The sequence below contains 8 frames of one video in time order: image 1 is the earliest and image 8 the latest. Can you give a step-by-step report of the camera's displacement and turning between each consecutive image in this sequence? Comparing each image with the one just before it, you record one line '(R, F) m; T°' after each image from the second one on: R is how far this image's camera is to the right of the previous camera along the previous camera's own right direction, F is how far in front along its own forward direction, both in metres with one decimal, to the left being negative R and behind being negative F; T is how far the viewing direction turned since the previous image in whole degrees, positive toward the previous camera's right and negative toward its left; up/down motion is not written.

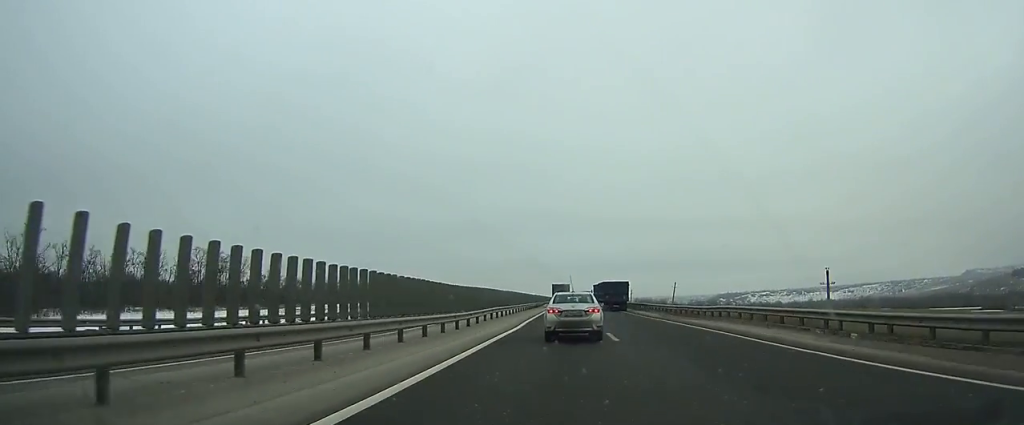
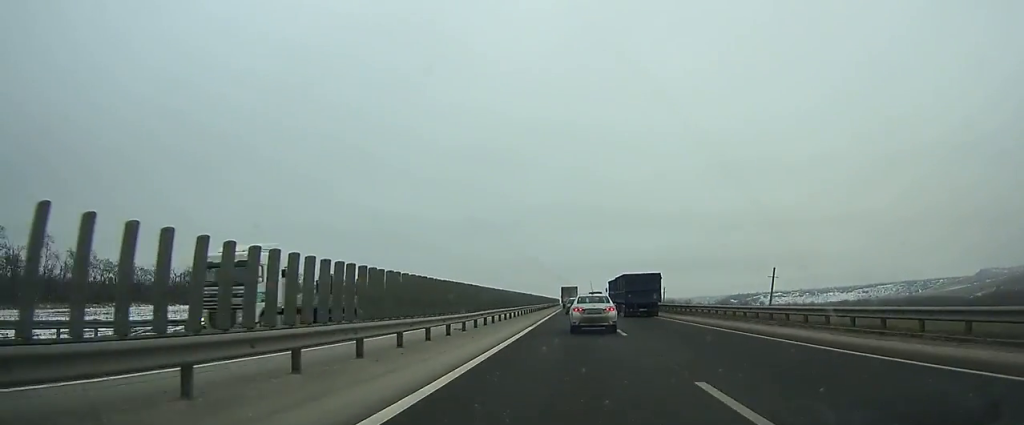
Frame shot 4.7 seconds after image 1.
(-0.6, +81.0) m; 0°
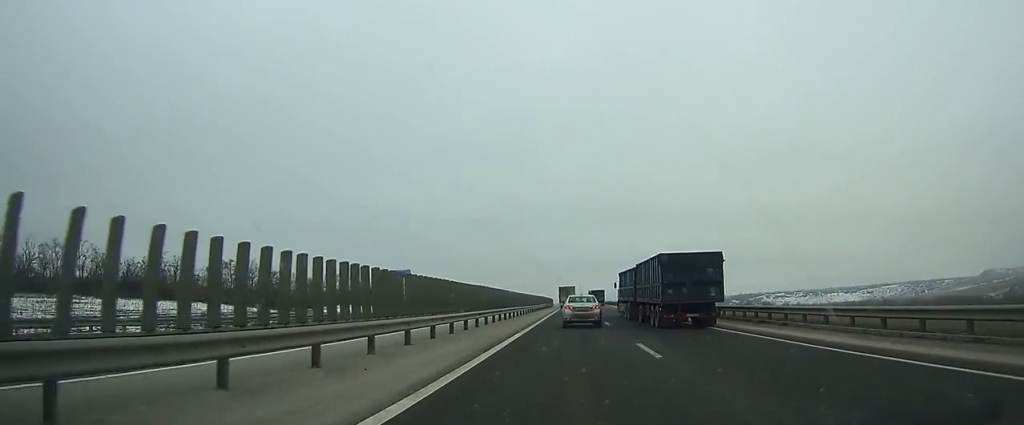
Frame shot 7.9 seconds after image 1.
(+0.1, +59.2) m; 0°
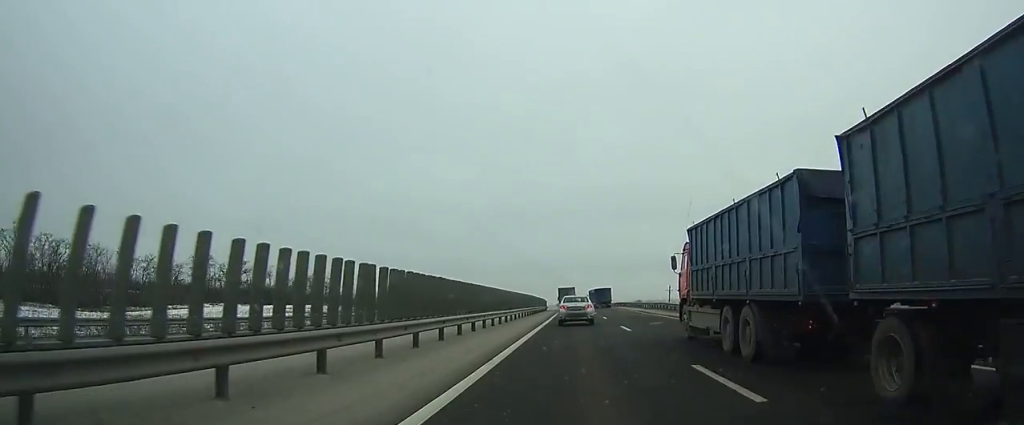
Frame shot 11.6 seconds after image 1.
(-0.2, +72.7) m; 0°
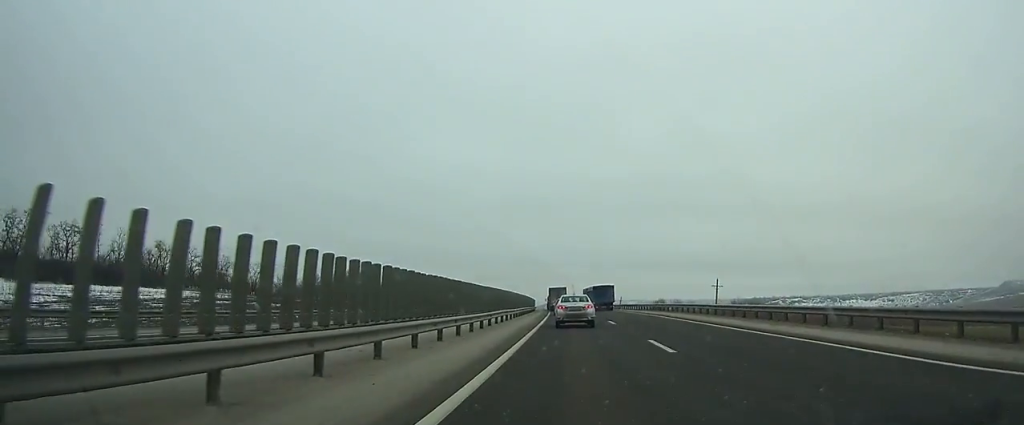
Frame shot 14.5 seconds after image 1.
(-0.2, +56.1) m; -1°
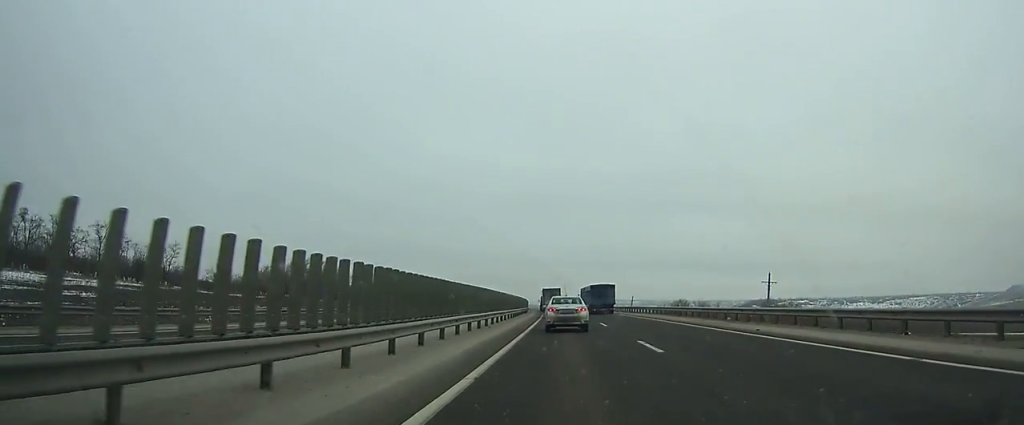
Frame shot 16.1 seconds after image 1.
(-0.1, +29.8) m; -1°
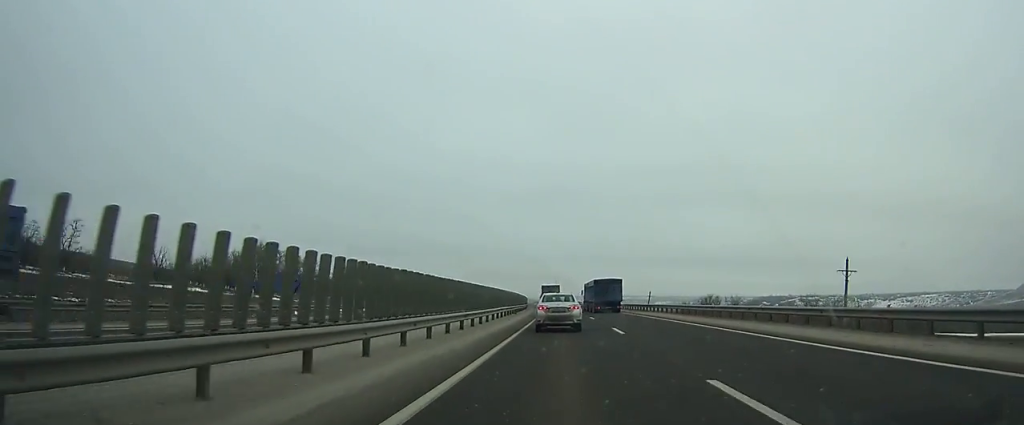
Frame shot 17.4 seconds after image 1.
(-0.2, +23.4) m; -1°
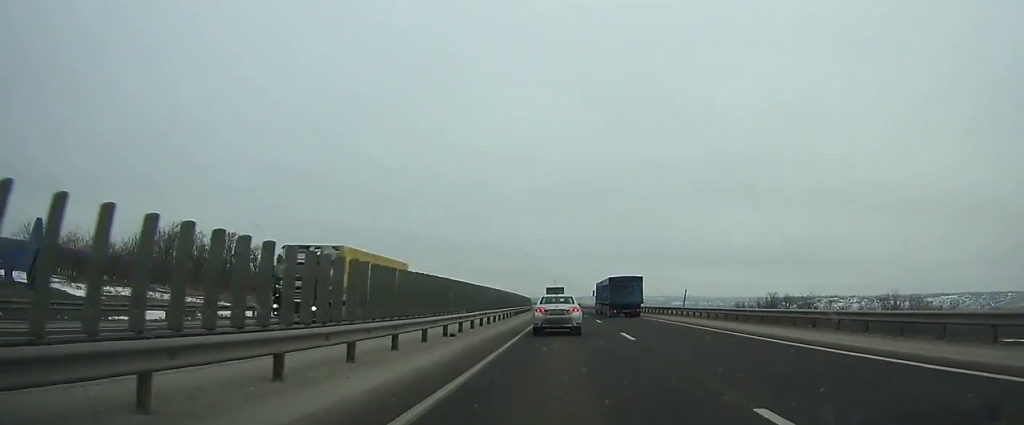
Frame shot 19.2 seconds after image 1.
(-0.3, +32.8) m; -1°
